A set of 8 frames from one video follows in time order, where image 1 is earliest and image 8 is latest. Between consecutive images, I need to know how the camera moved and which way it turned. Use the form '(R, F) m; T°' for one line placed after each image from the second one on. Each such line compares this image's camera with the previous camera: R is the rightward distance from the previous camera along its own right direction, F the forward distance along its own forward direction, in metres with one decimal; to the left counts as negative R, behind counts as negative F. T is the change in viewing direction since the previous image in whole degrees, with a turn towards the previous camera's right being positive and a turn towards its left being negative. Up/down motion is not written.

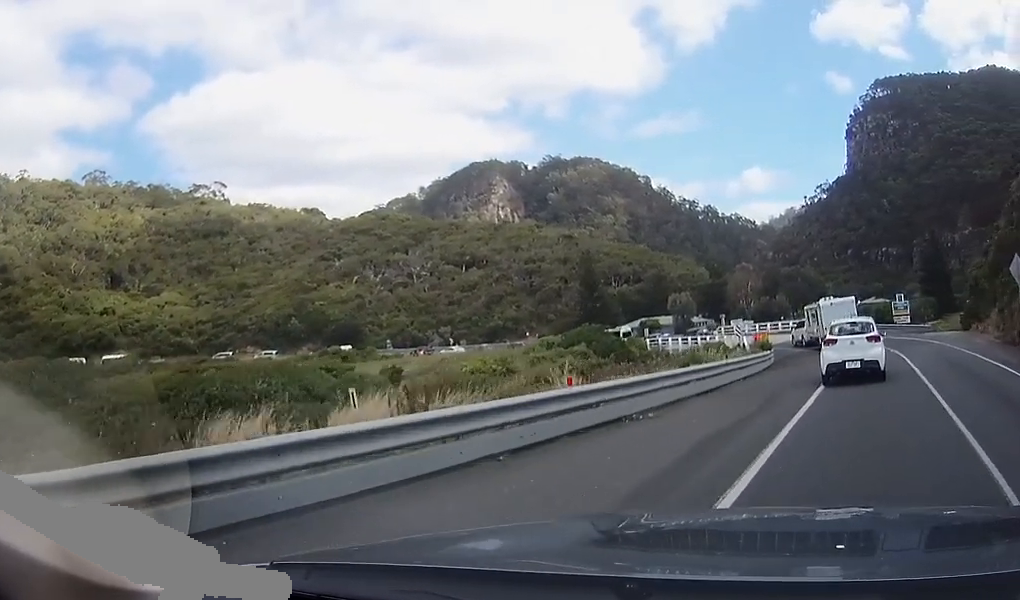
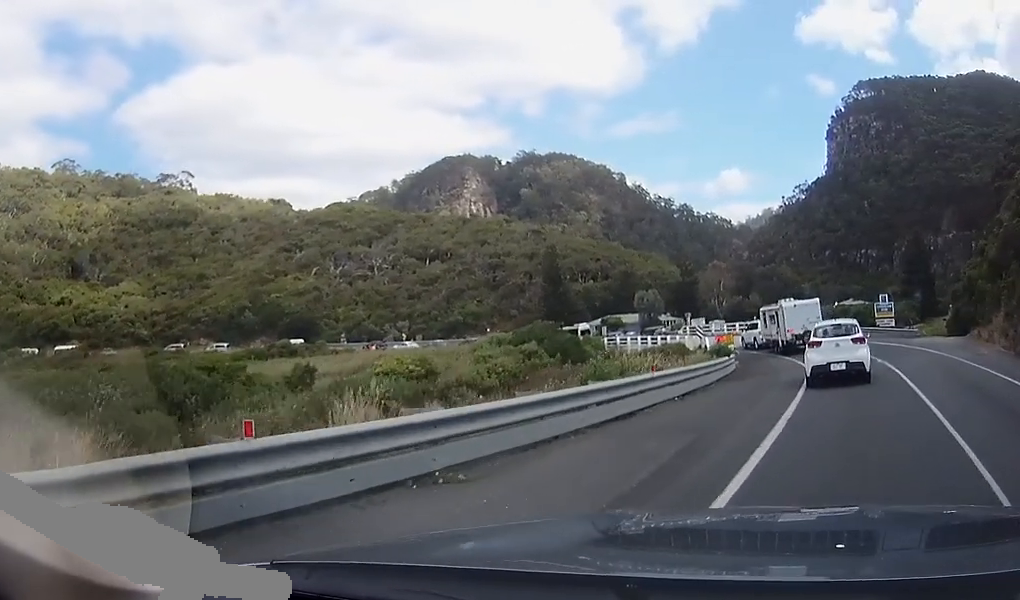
(+0.1, +4.7) m; +1°
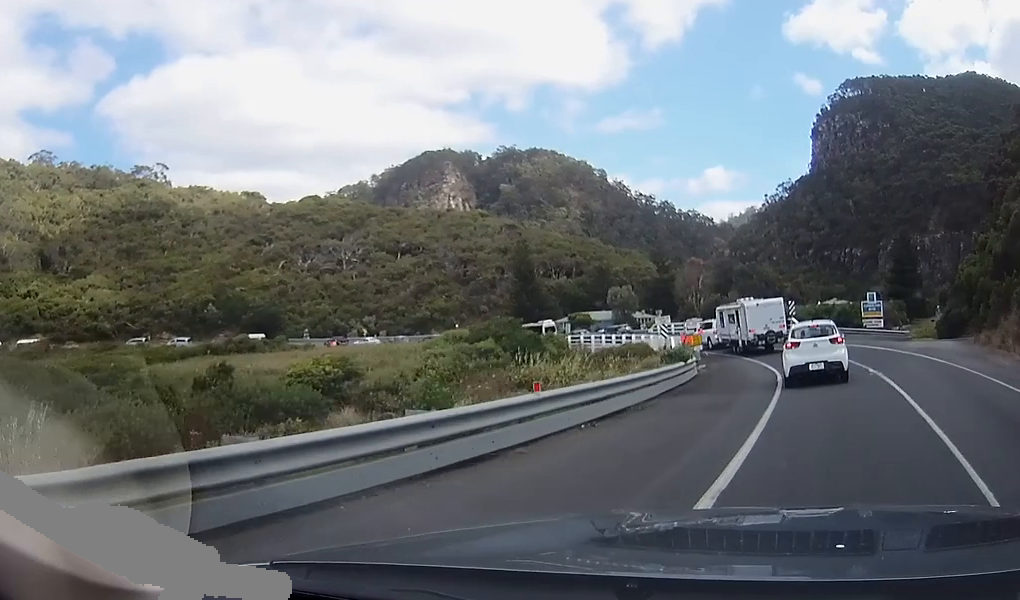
(0.0, +4.2) m; 0°
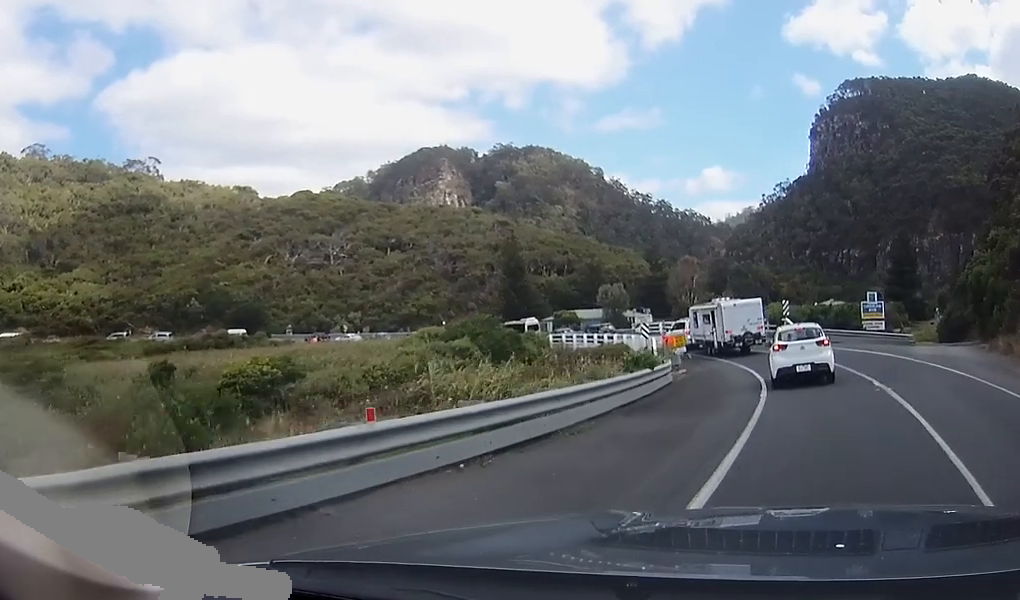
(0.0, +3.2) m; -2°
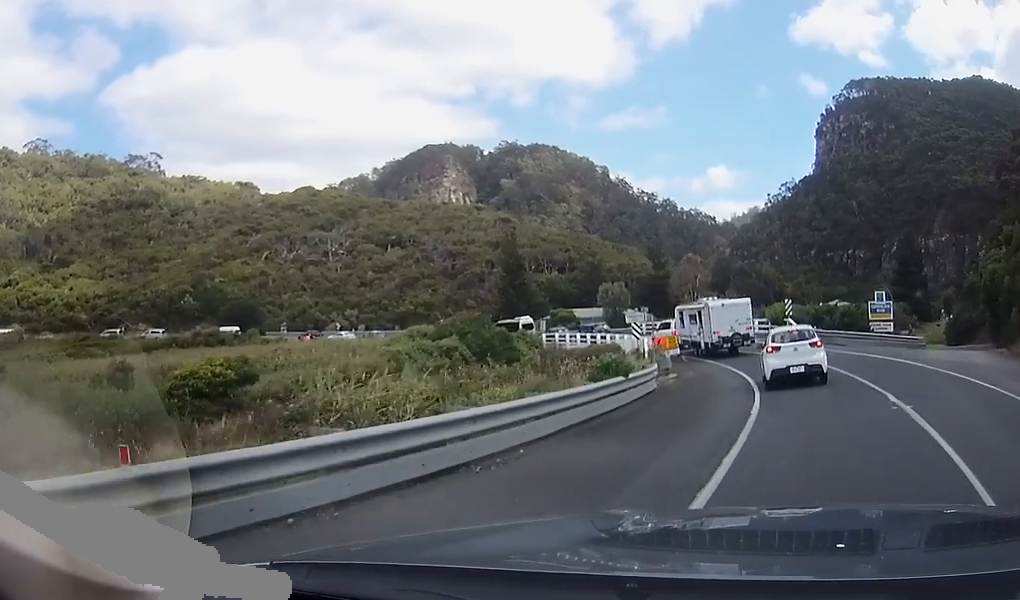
(0.0, +2.6) m; -1°
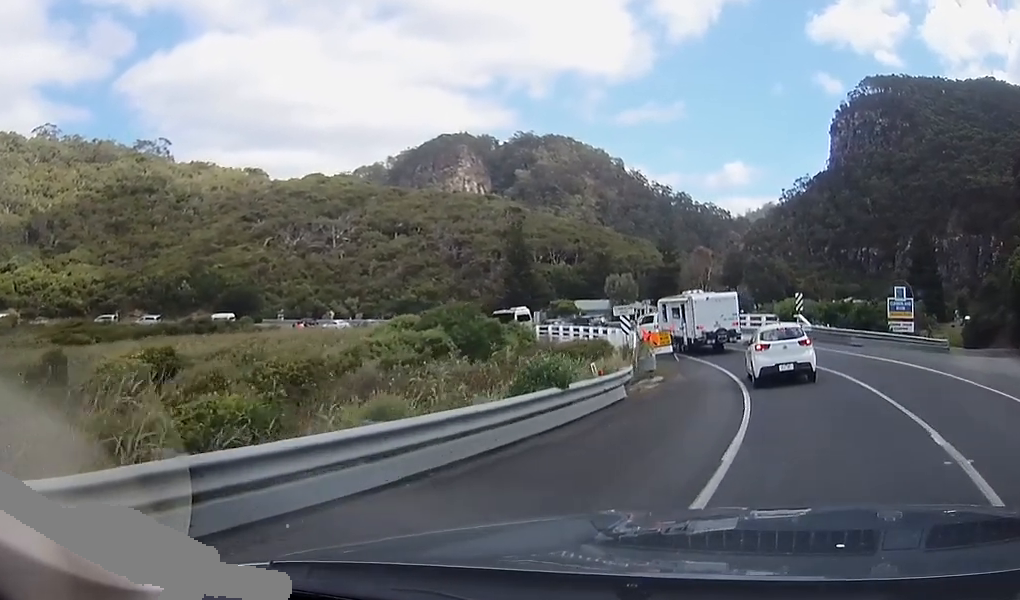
(-0.2, +4.0) m; -1°
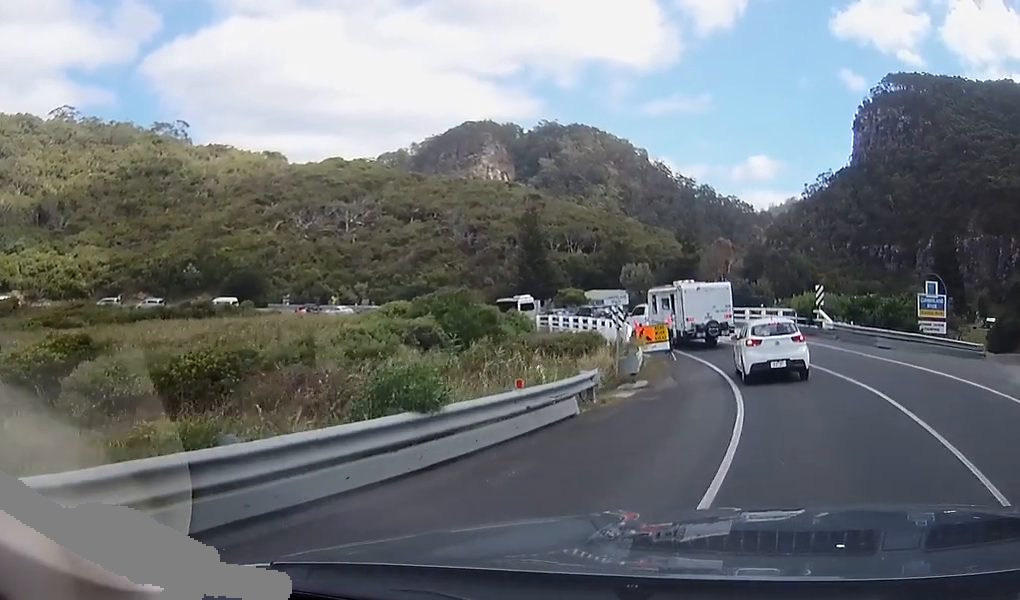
(0.0, +4.0) m; 0°
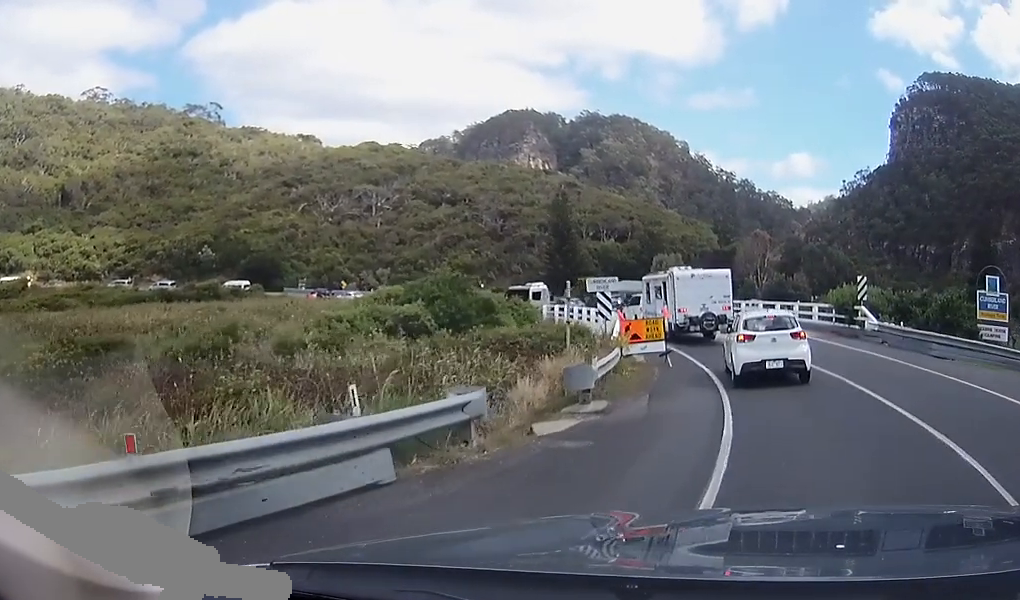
(0.0, +5.4) m; -2°
